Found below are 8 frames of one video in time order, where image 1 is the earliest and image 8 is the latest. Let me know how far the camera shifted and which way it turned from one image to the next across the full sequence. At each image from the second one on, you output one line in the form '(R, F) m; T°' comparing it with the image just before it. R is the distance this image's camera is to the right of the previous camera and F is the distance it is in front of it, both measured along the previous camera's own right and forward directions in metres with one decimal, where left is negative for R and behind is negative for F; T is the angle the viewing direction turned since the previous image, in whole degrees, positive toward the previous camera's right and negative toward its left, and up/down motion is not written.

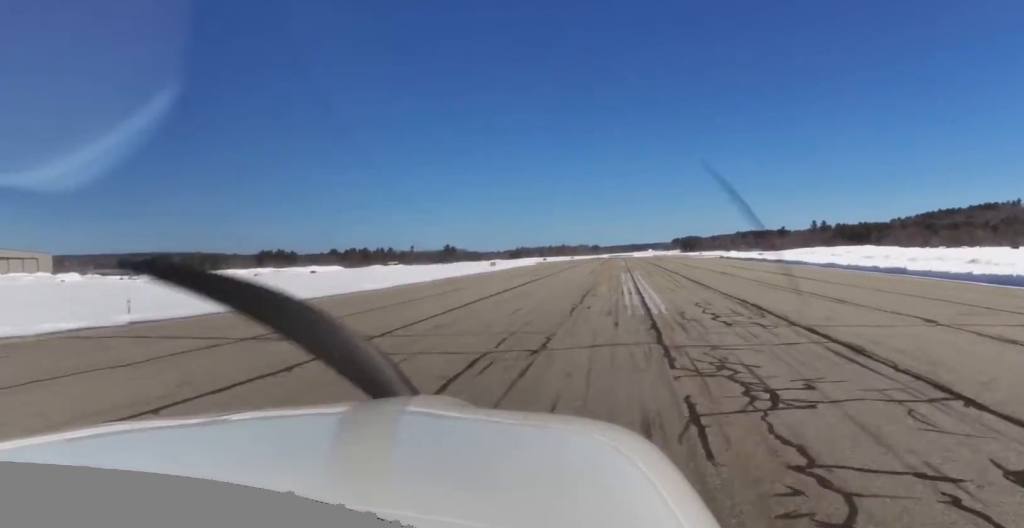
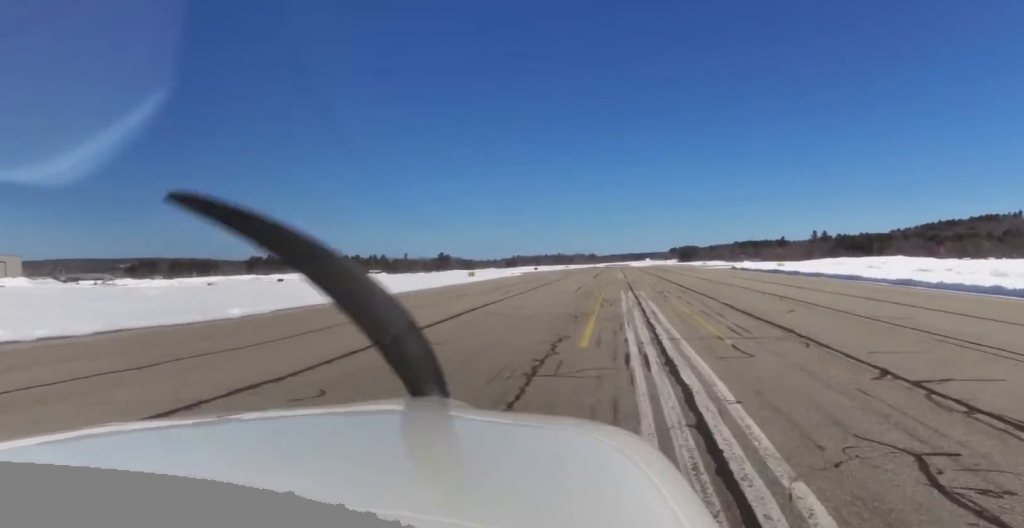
(0.0, +18.3) m; 0°
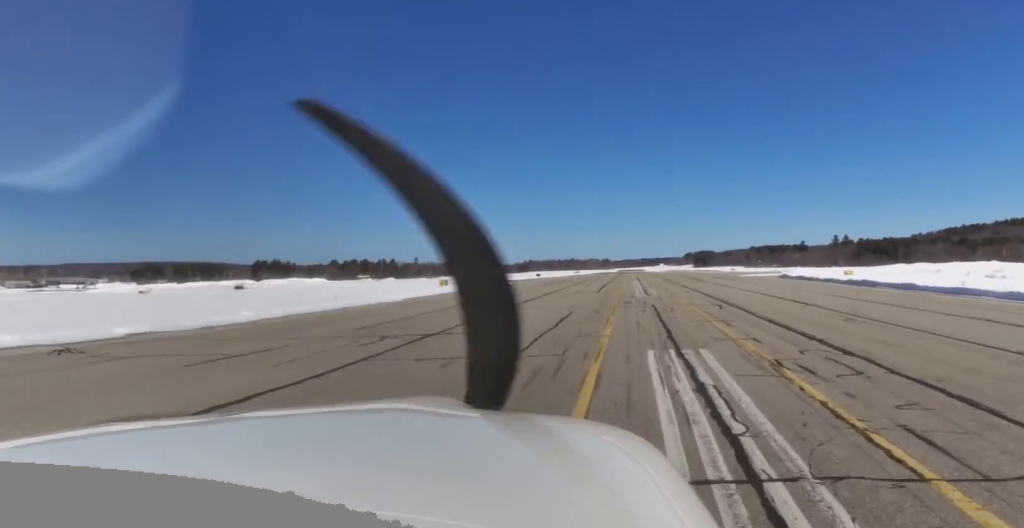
(-0.2, +27.9) m; 0°
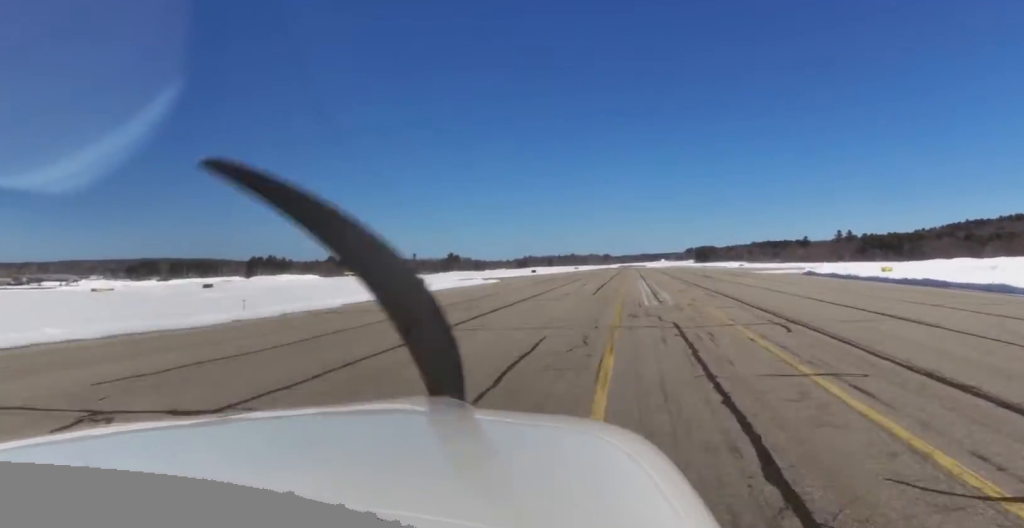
(+0.2, +12.5) m; 0°
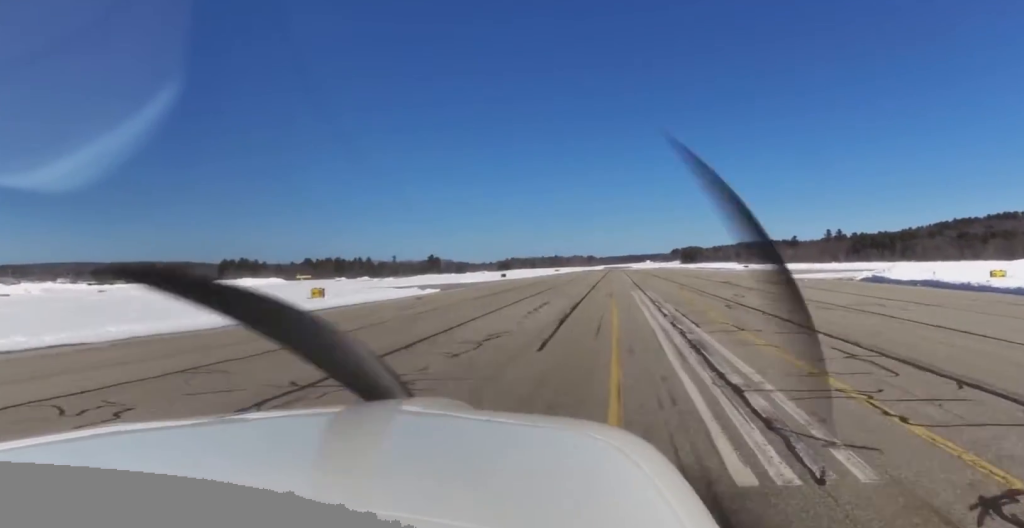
(-0.3, +24.8) m; +3°
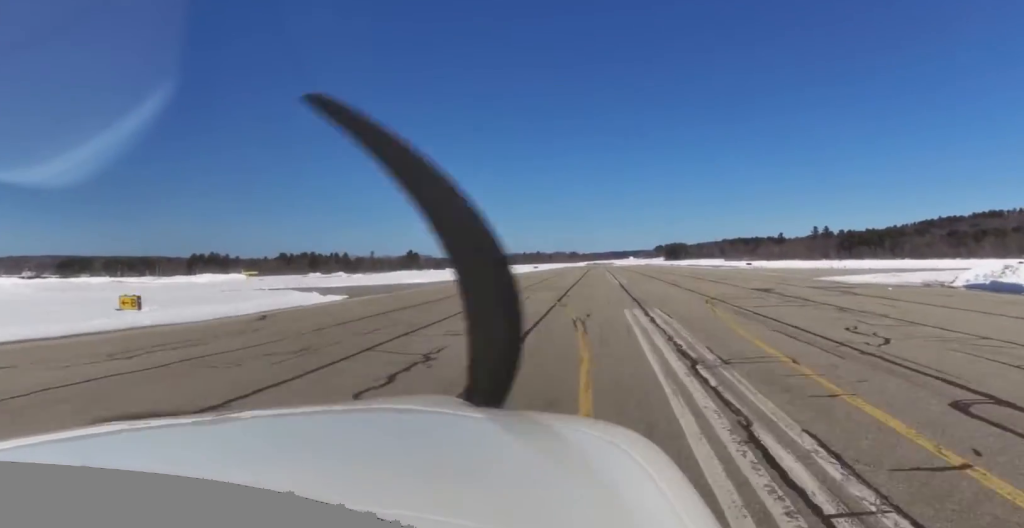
(+1.1, +20.6) m; -1°
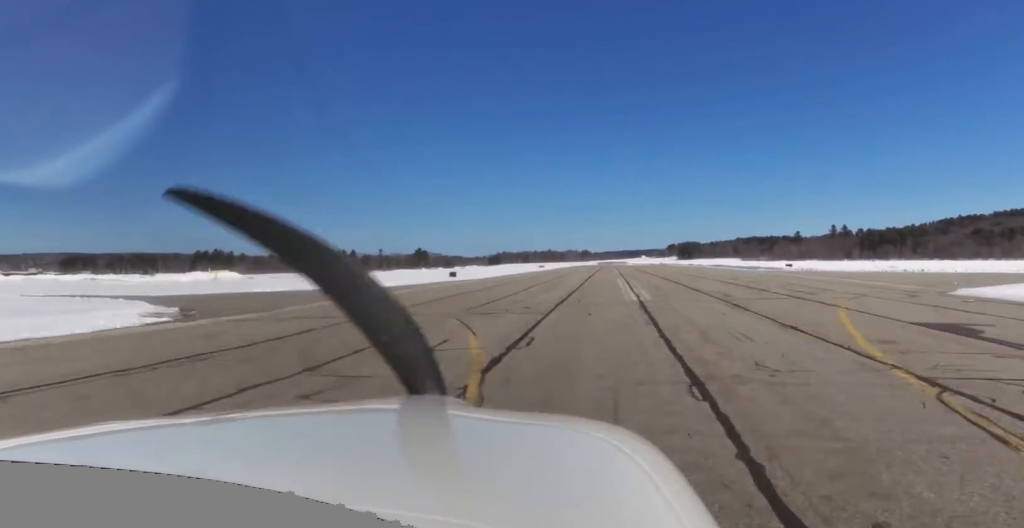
(-1.5, +21.2) m; -2°
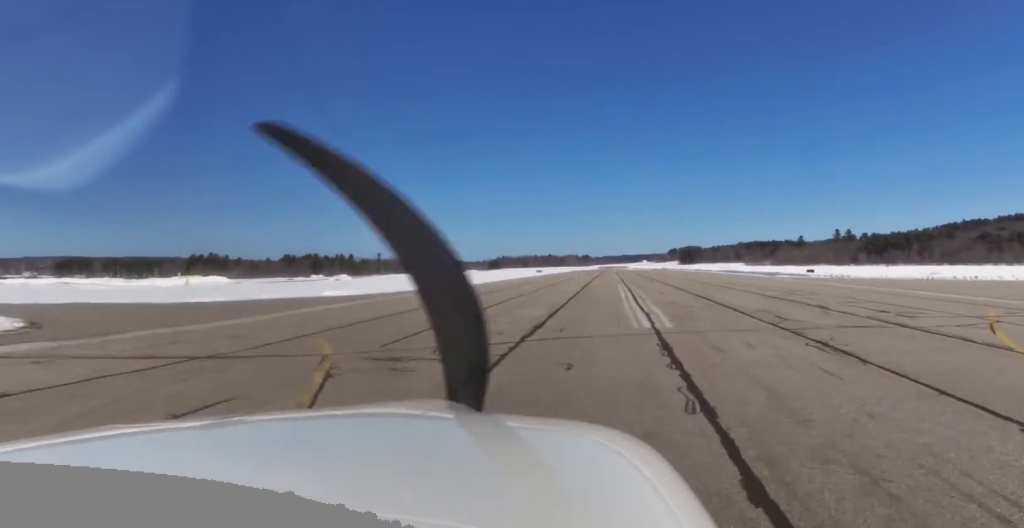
(-0.2, +11.4) m; 0°
